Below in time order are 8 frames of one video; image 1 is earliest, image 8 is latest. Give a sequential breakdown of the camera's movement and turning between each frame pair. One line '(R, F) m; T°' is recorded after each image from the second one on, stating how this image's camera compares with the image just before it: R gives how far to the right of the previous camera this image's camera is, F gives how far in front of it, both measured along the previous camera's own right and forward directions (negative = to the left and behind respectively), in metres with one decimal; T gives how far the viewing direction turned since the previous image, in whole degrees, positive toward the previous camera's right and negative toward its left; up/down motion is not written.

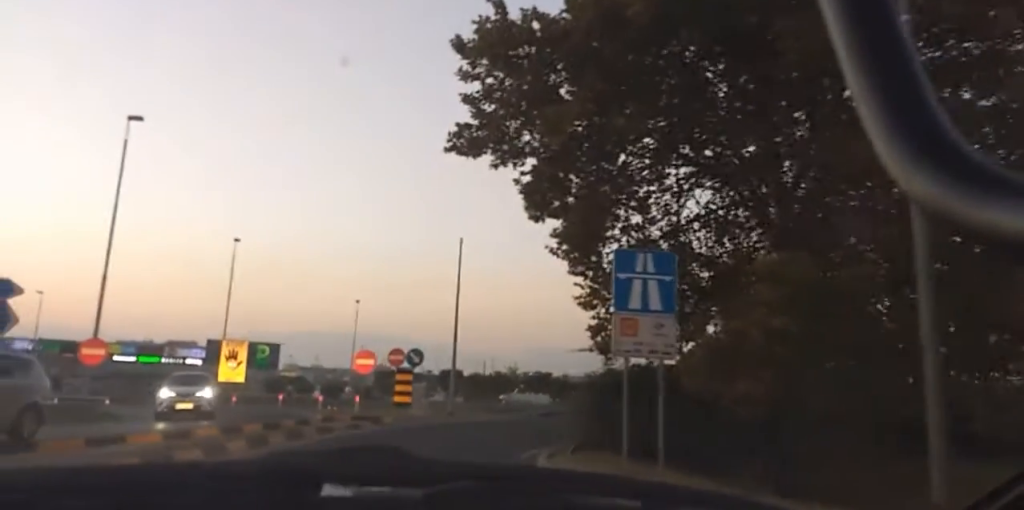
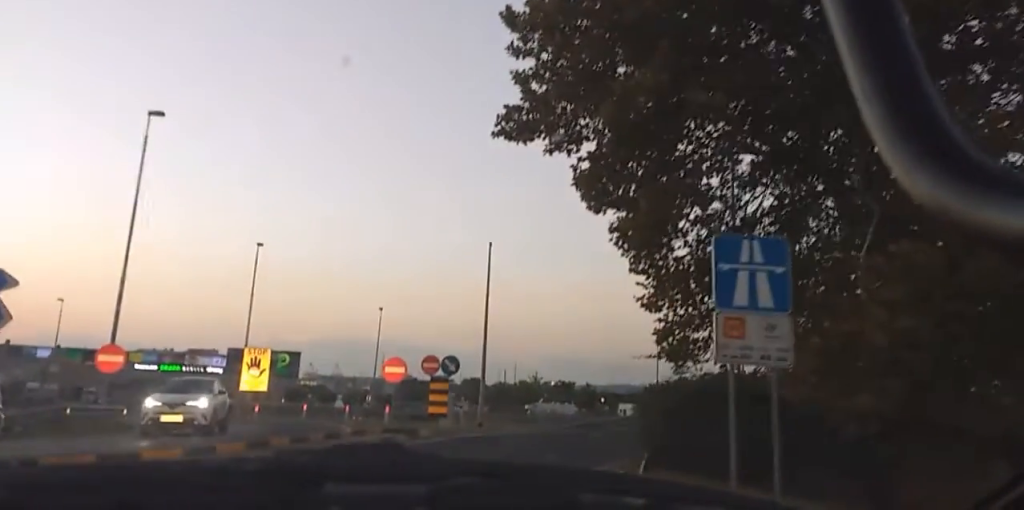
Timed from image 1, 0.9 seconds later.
(-0.1, +2.9) m; -1°
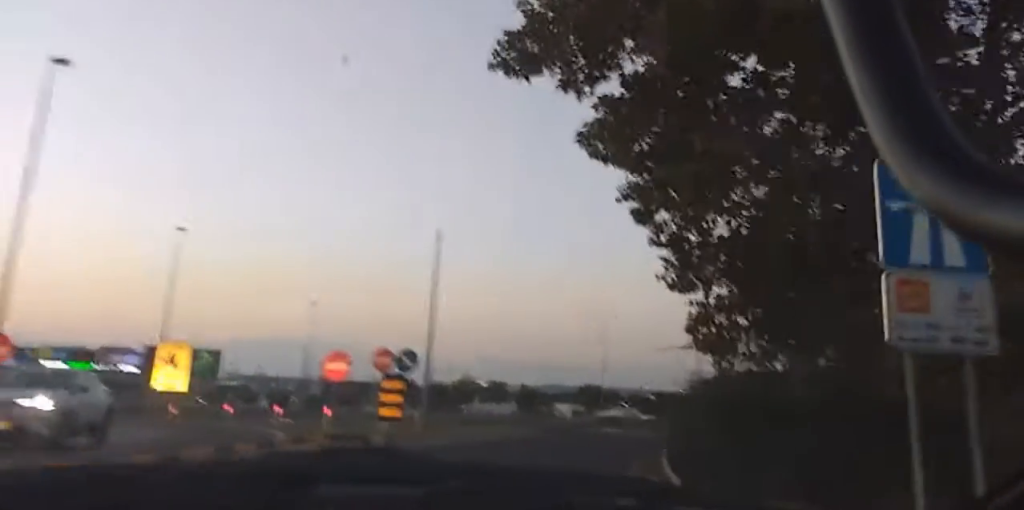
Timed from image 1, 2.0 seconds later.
(+0.1, +4.0) m; +11°
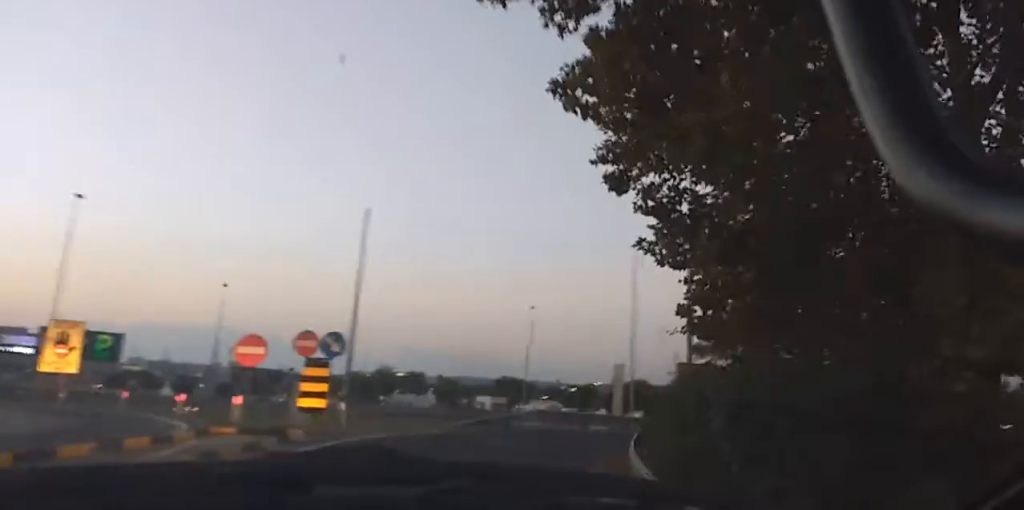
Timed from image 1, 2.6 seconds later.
(+0.2, +2.2) m; +6°
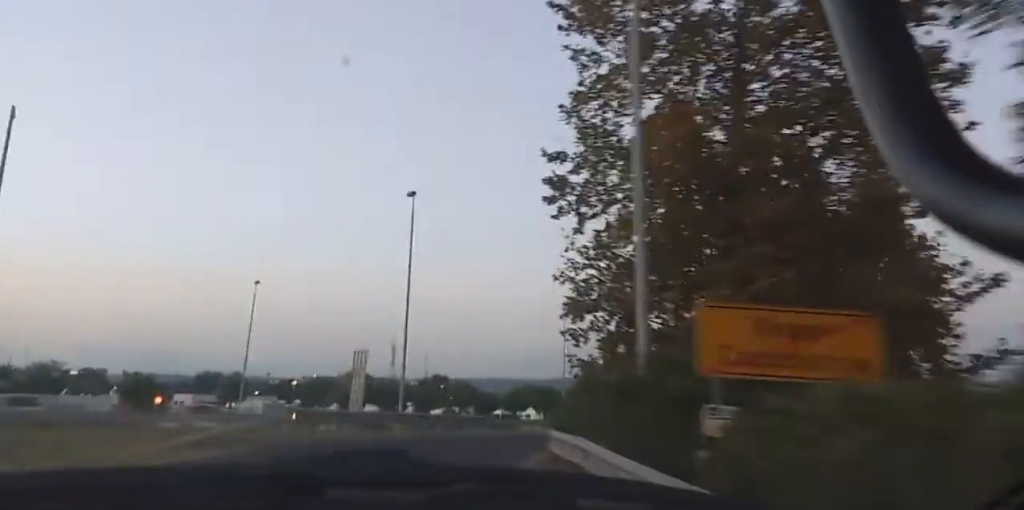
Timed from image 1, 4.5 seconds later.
(+1.6, +10.6) m; +18°
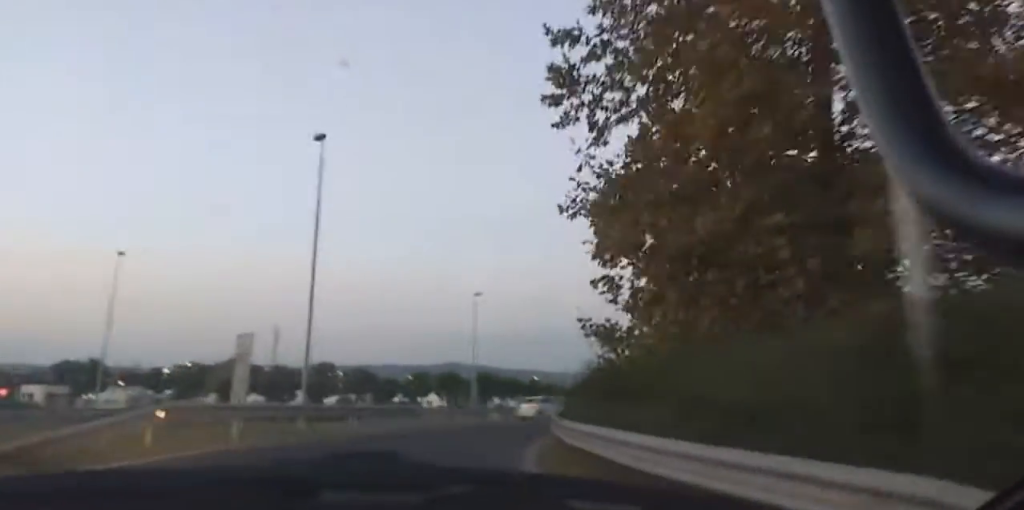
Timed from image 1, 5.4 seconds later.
(+0.8, +6.8) m; +15°
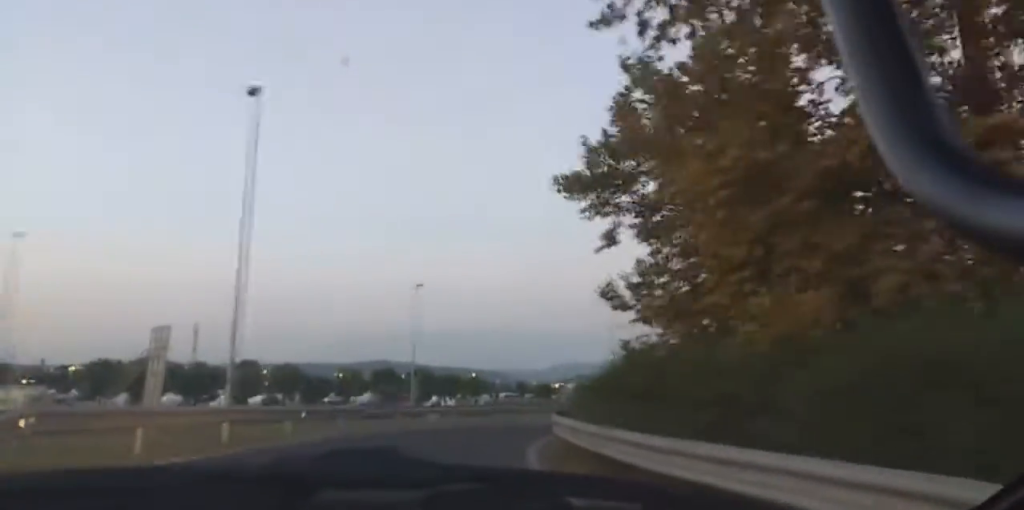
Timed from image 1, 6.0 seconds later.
(+0.6, +4.8) m; +5°
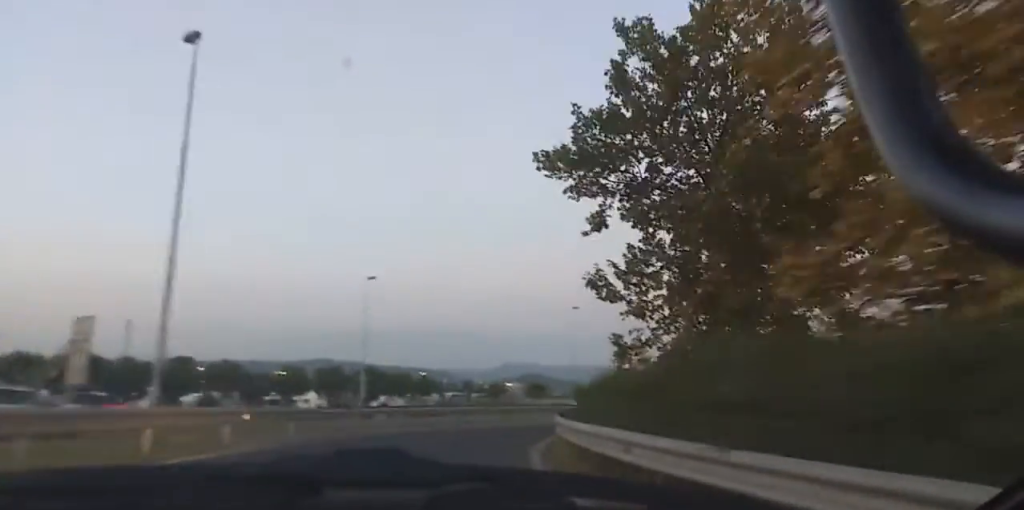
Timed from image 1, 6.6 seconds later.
(+0.2, +4.4) m; +3°
